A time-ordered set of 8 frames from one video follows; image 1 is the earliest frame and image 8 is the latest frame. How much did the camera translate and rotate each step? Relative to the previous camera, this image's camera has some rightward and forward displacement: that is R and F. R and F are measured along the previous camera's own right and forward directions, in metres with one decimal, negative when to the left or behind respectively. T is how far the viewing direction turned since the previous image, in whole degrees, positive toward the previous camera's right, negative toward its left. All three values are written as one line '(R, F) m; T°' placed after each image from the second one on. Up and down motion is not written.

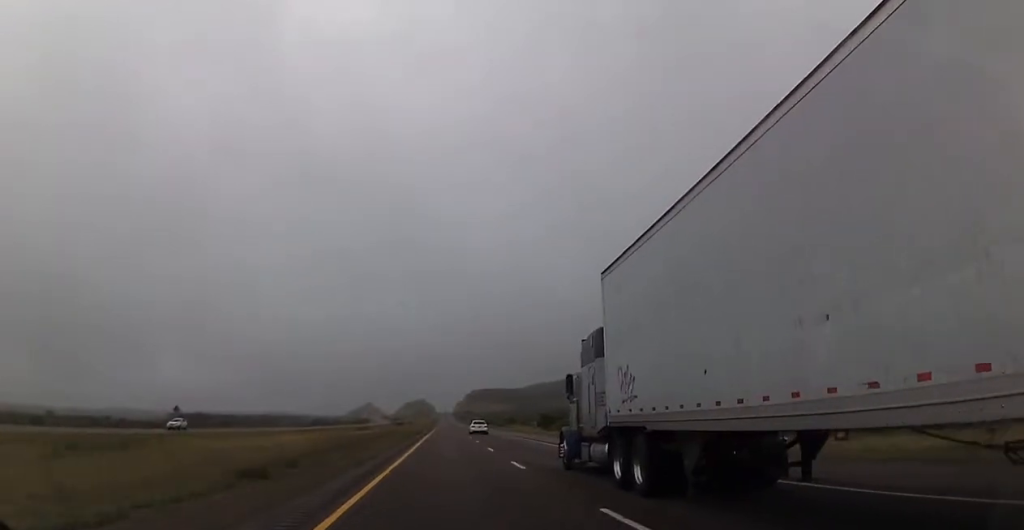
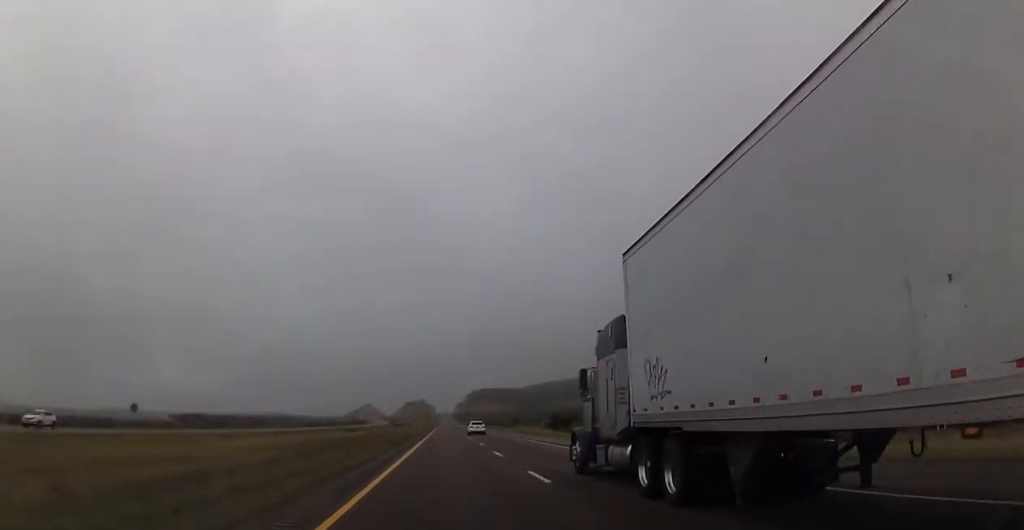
(+0.1, +16.5) m; 0°
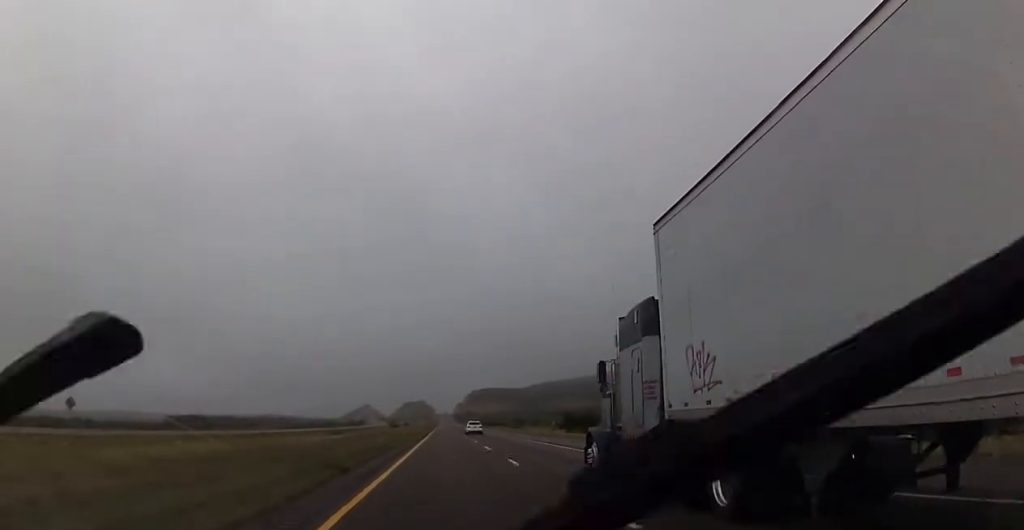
(-0.3, +18.7) m; 0°
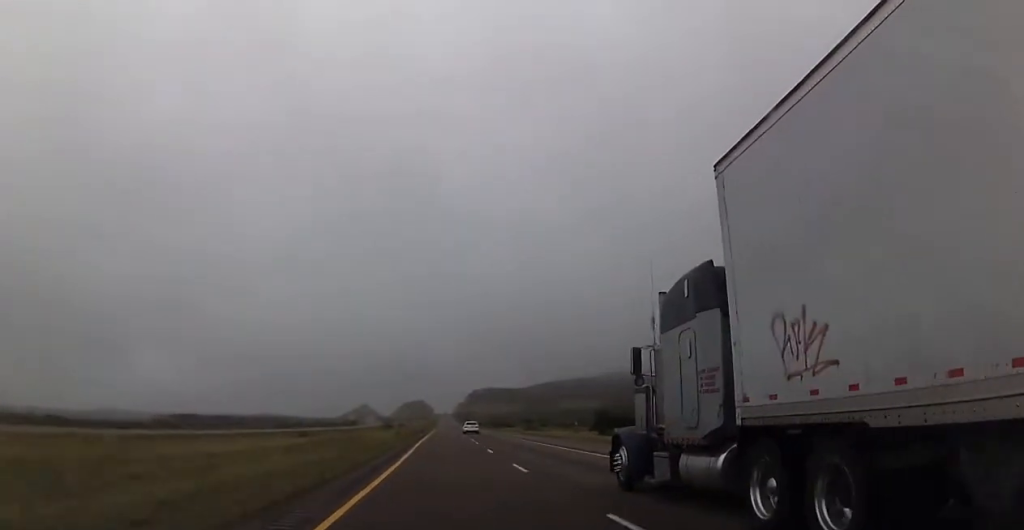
(+0.1, +26.3) m; 0°
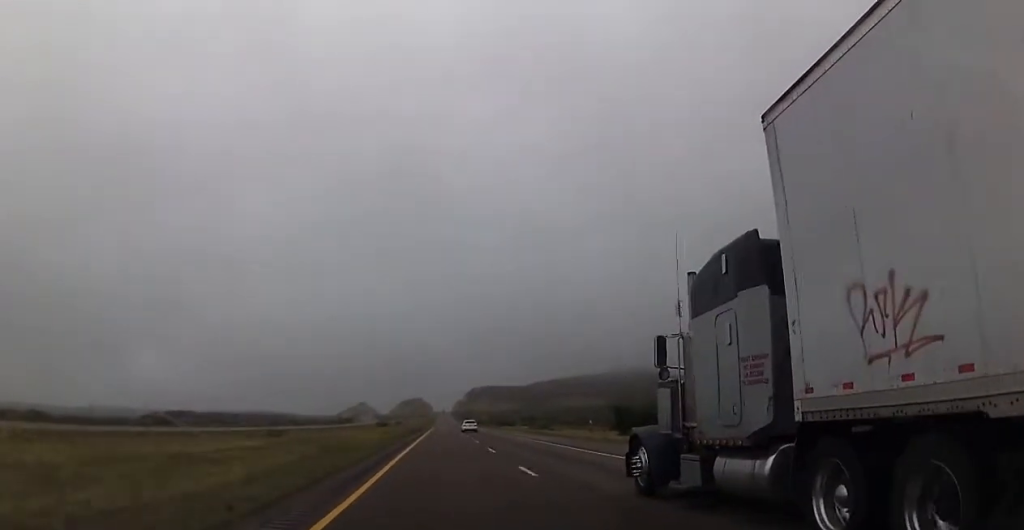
(+0.1, +14.2) m; 0°
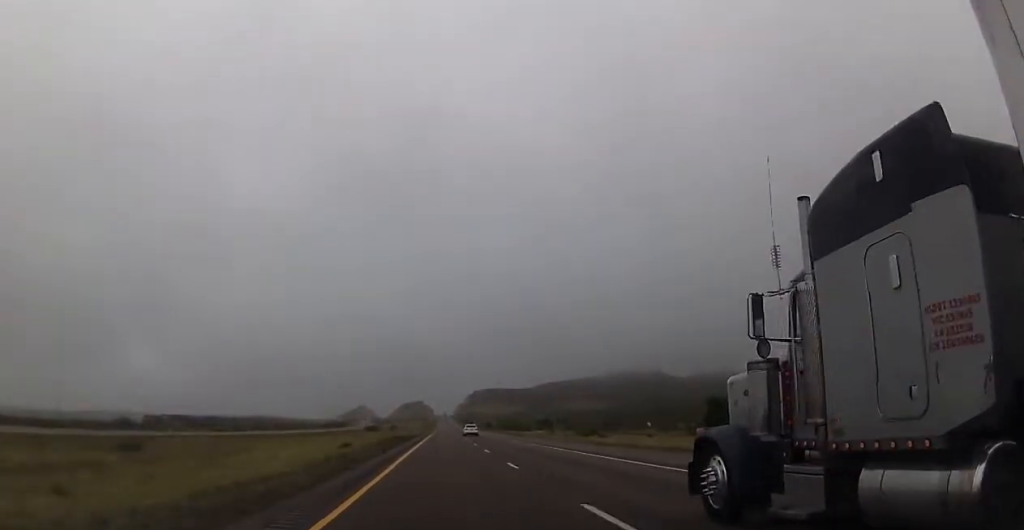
(+0.1, +32.9) m; 0°
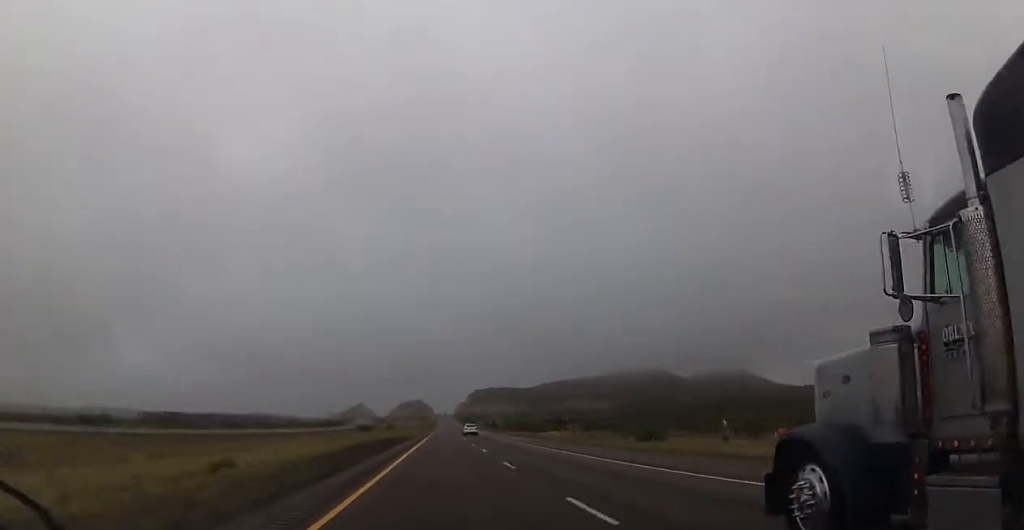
(0.0, +23.1) m; -1°
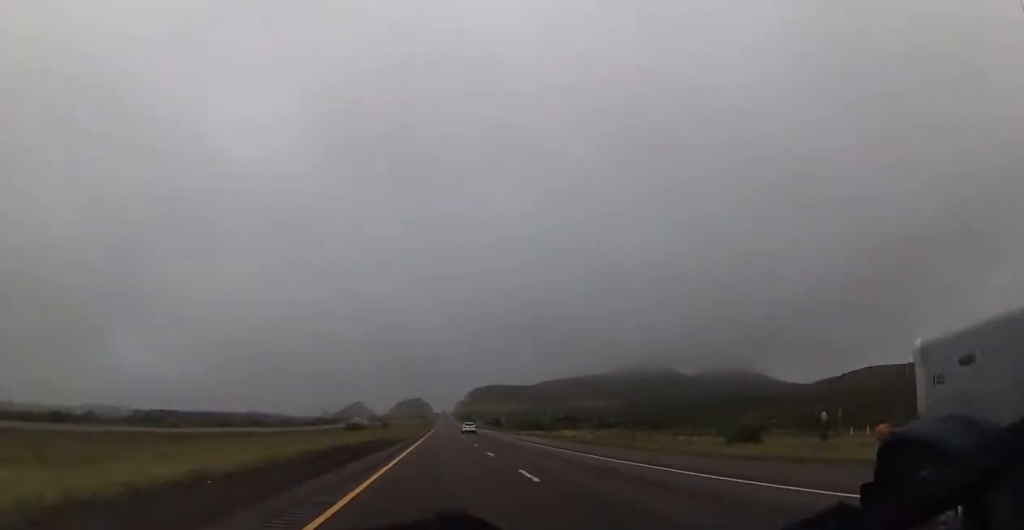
(0.0, +17.6) m; 0°
